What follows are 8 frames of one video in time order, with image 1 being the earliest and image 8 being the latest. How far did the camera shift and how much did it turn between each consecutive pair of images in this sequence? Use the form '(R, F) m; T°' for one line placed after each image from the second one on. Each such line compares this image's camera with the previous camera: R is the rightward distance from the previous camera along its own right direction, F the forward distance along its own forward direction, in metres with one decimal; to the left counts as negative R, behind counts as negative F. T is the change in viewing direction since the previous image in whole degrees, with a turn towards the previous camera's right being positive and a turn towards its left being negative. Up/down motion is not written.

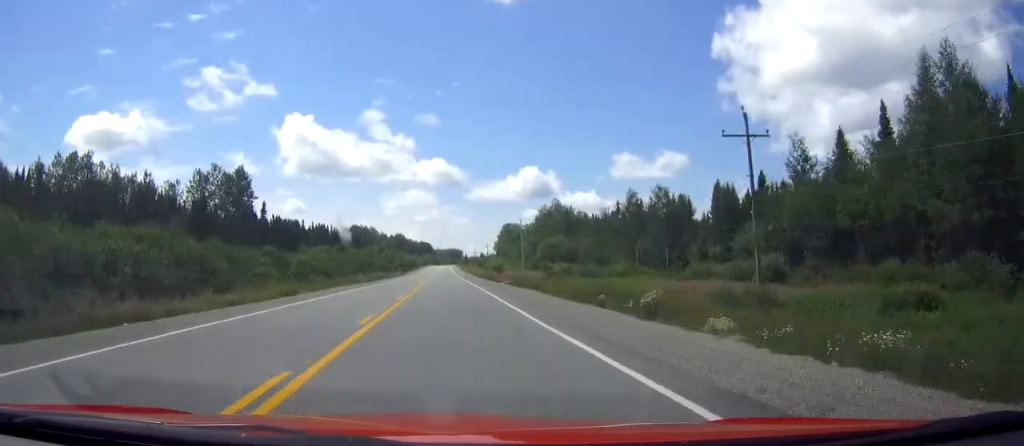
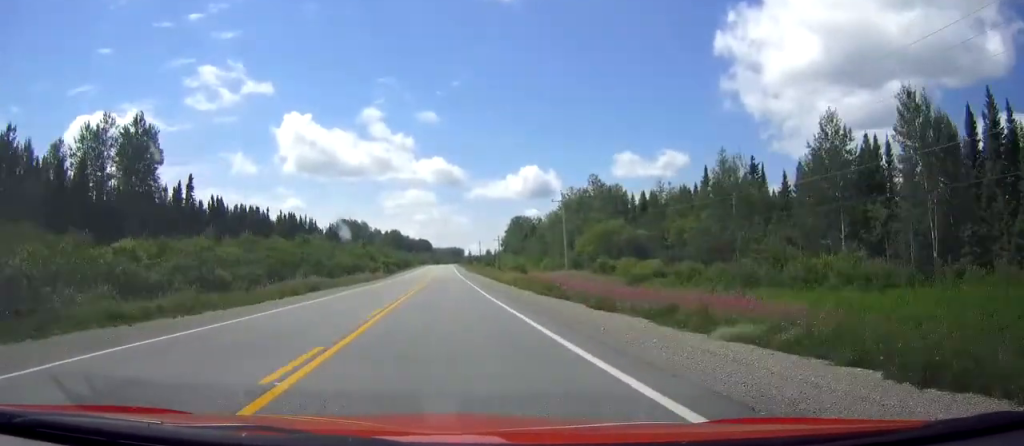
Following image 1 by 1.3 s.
(0.0, +42.4) m; 0°
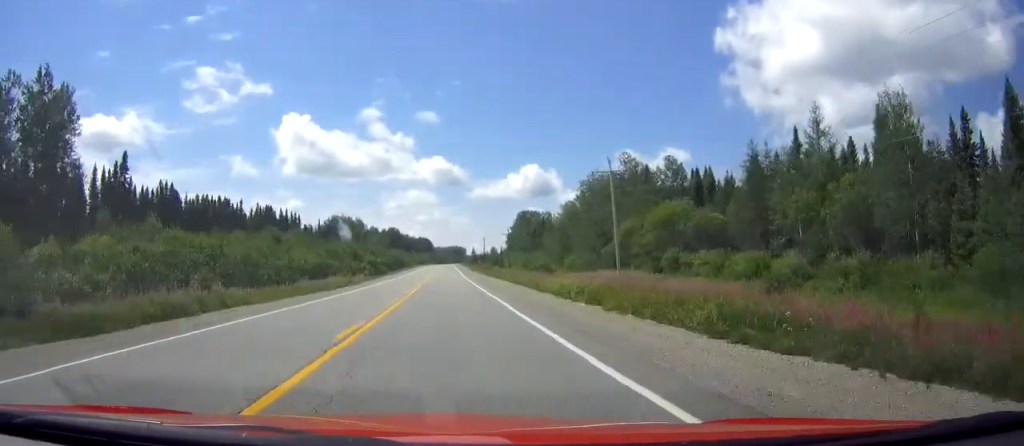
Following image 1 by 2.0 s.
(0.0, +22.6) m; 0°
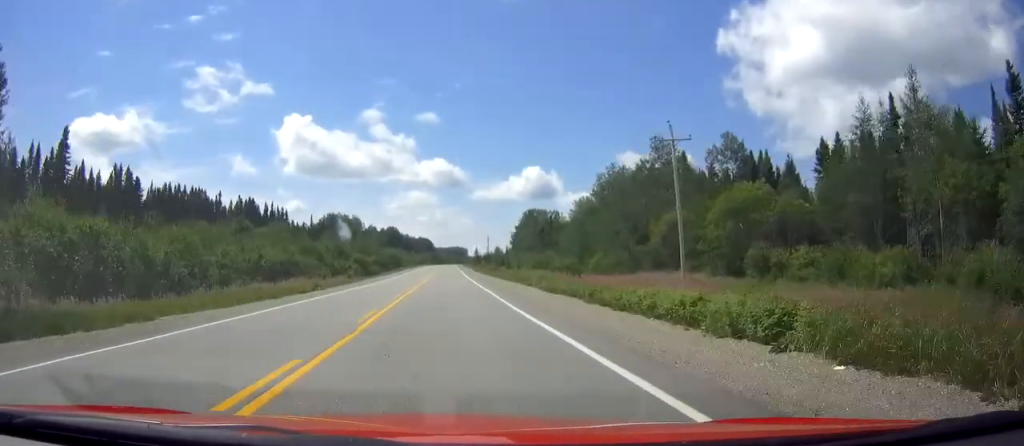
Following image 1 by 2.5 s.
(+0.1, +15.0) m; 0°
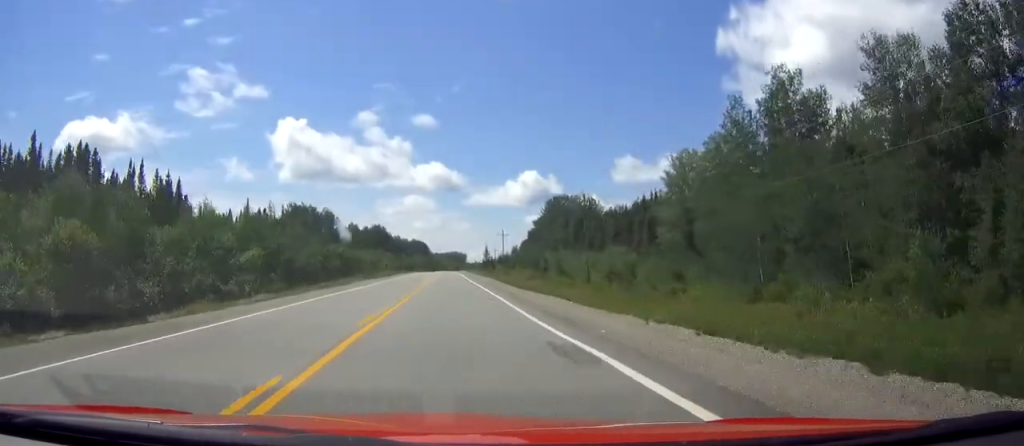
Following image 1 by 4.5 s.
(0.0, +64.6) m; 0°
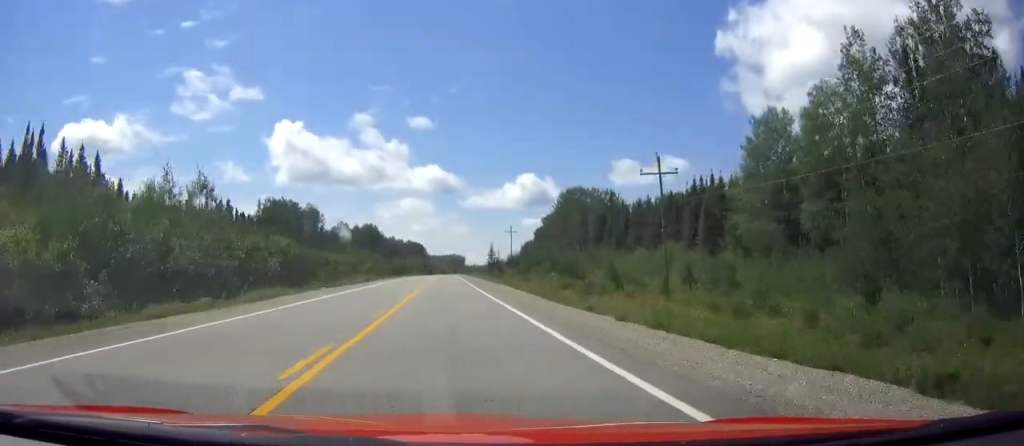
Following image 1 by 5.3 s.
(0.0, +24.0) m; 0°
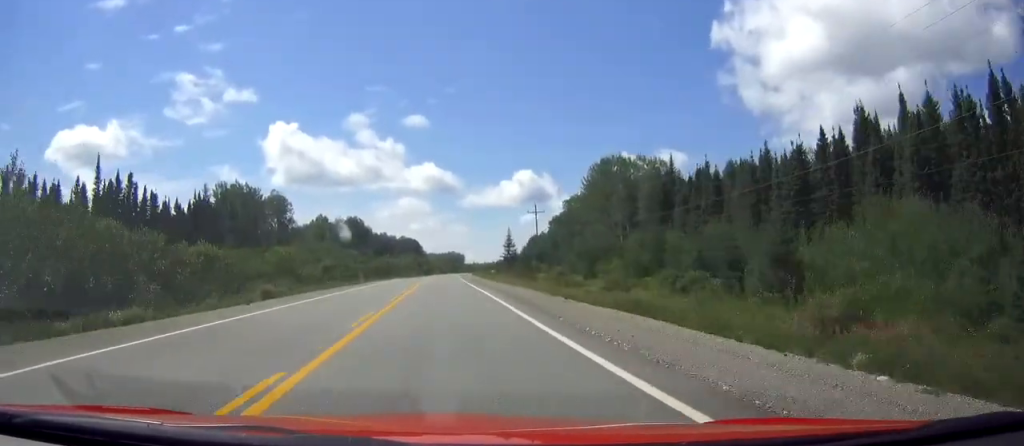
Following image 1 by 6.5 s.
(+0.1, +39.5) m; 0°
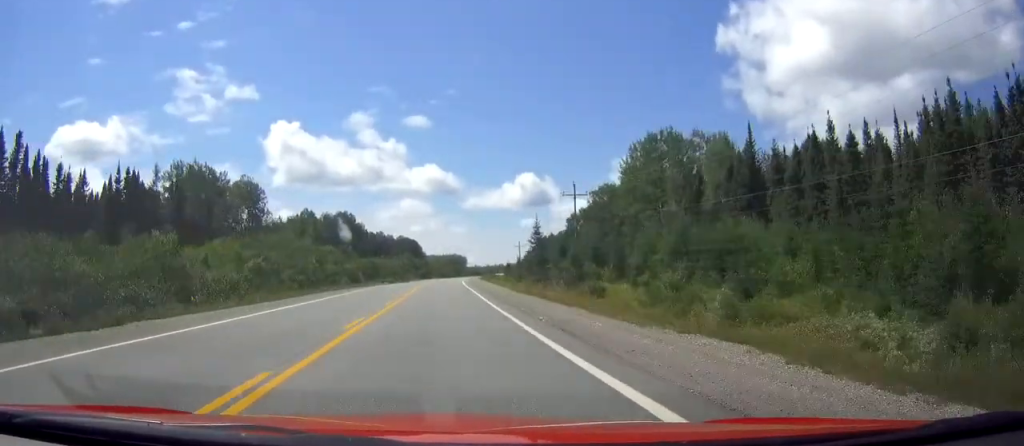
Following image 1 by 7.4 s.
(-0.1, +26.9) m; 0°
